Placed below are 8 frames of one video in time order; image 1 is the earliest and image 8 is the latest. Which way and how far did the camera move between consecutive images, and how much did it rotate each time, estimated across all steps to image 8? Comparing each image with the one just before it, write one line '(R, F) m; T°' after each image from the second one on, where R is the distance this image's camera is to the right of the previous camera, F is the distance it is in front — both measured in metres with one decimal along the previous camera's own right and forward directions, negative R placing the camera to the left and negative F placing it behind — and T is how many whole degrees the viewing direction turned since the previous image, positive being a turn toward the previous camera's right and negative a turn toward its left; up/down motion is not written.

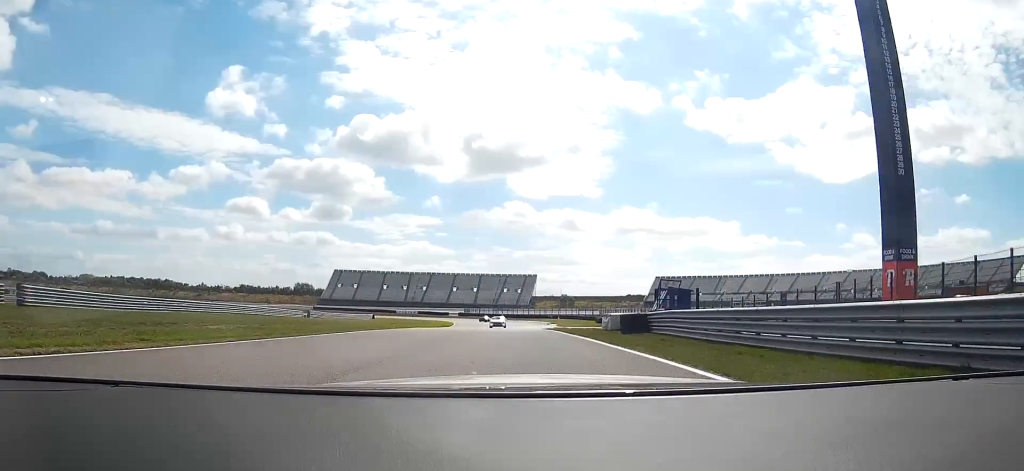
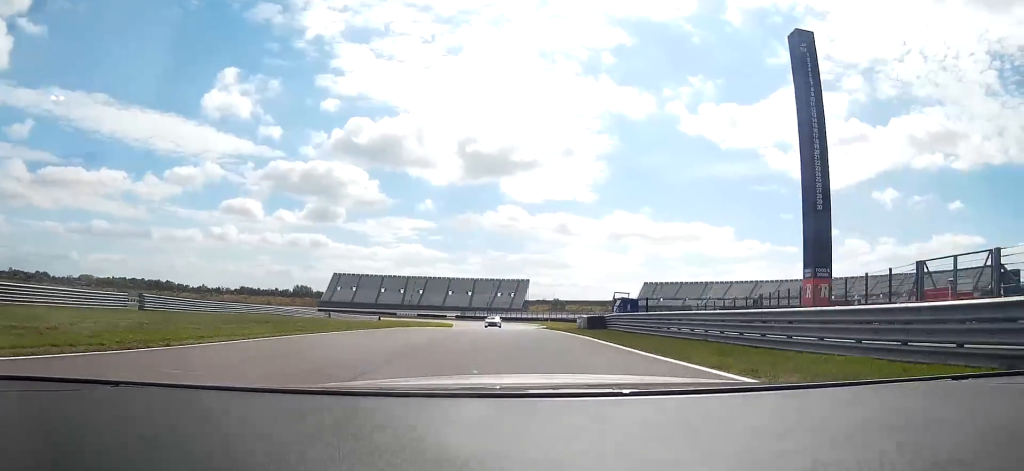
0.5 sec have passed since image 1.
(0.0, +13.1) m; 0°
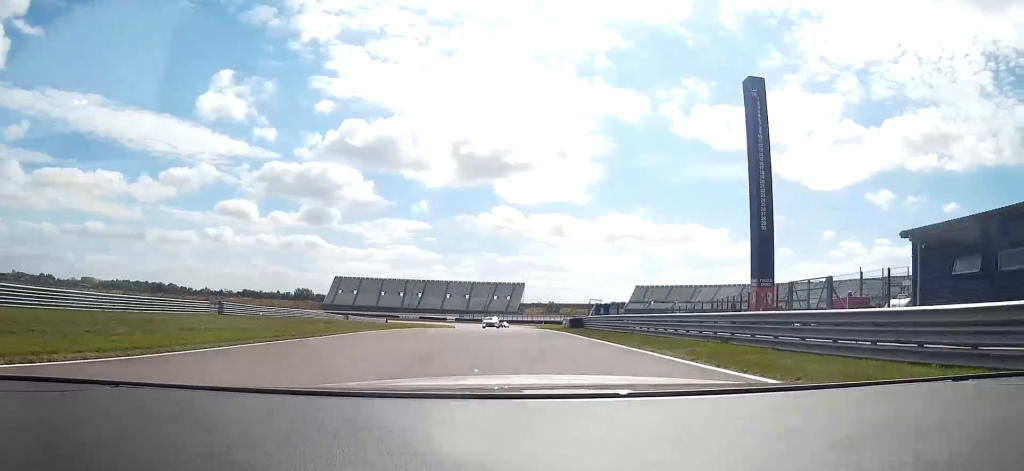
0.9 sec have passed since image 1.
(0.0, +13.1) m; 0°
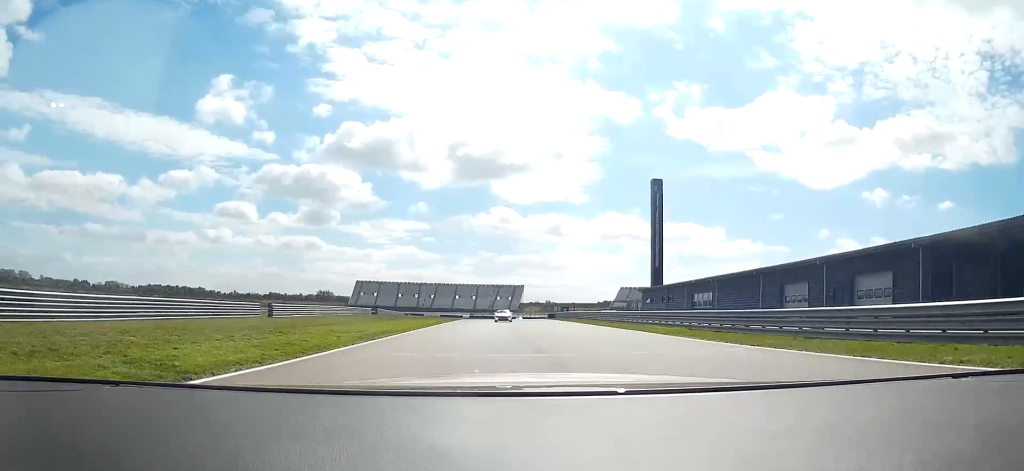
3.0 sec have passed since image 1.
(+0.5, +58.5) m; +1°
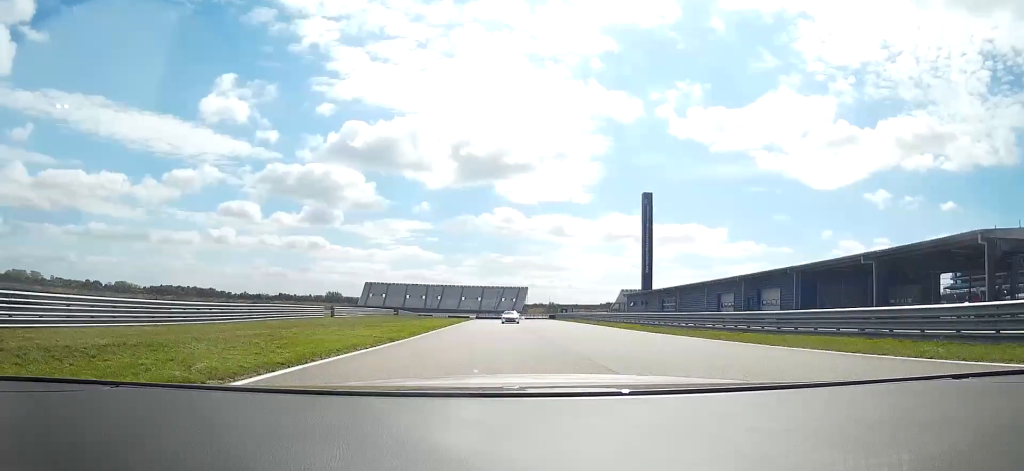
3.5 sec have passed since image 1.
(0.0, +15.6) m; 0°
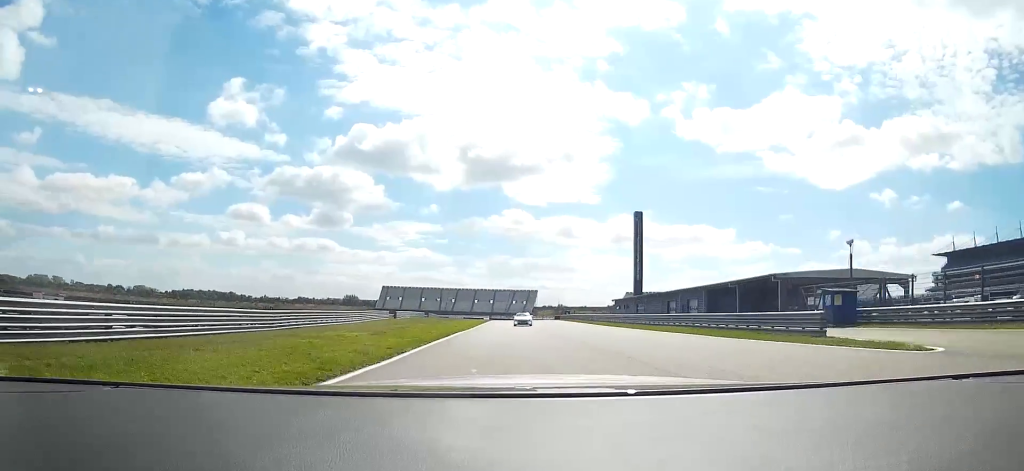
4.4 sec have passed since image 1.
(0.0, +25.5) m; 0°
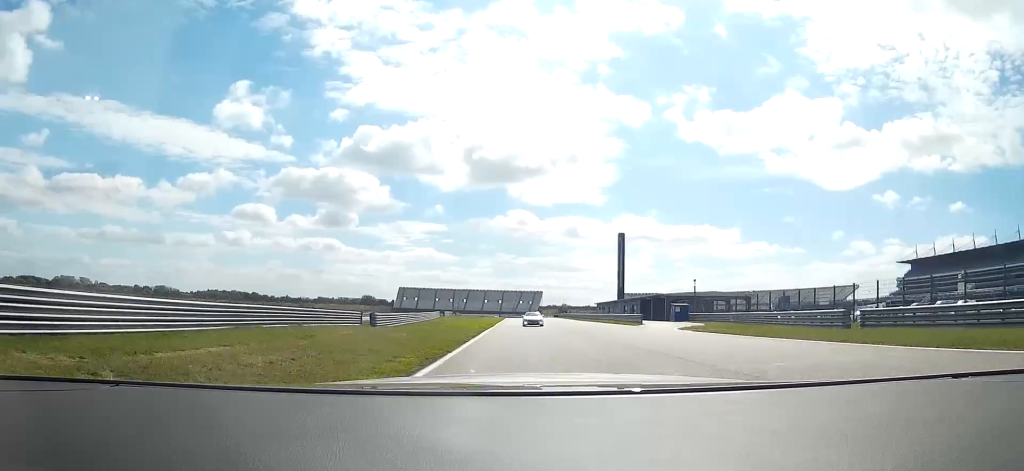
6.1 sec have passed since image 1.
(-0.3, +43.7) m; -1°
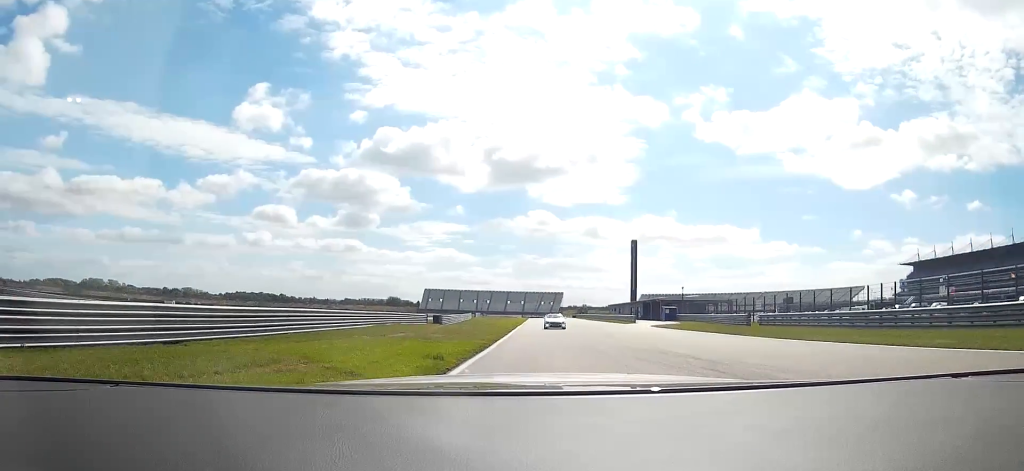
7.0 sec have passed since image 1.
(-0.1, +20.5) m; -1°
